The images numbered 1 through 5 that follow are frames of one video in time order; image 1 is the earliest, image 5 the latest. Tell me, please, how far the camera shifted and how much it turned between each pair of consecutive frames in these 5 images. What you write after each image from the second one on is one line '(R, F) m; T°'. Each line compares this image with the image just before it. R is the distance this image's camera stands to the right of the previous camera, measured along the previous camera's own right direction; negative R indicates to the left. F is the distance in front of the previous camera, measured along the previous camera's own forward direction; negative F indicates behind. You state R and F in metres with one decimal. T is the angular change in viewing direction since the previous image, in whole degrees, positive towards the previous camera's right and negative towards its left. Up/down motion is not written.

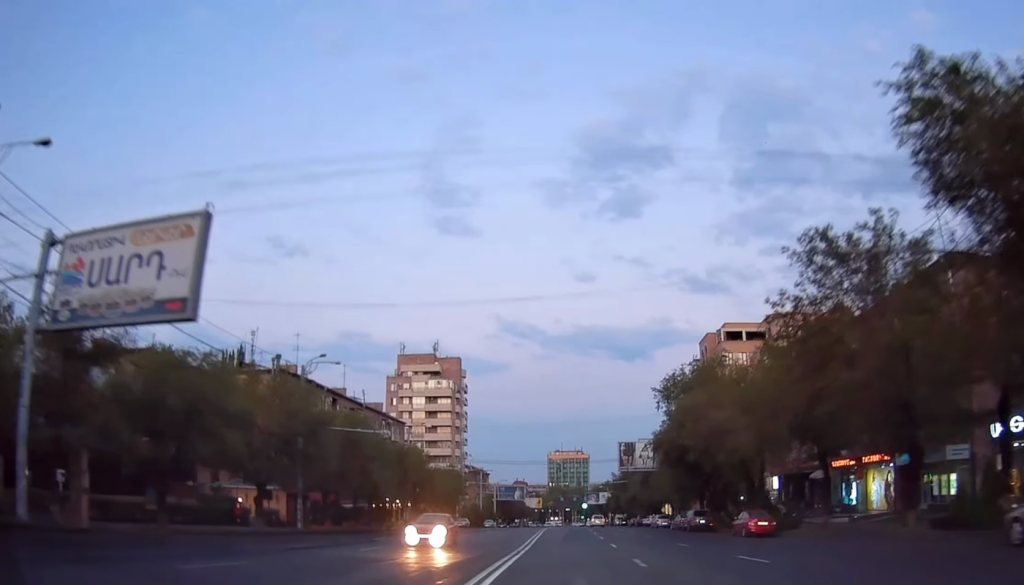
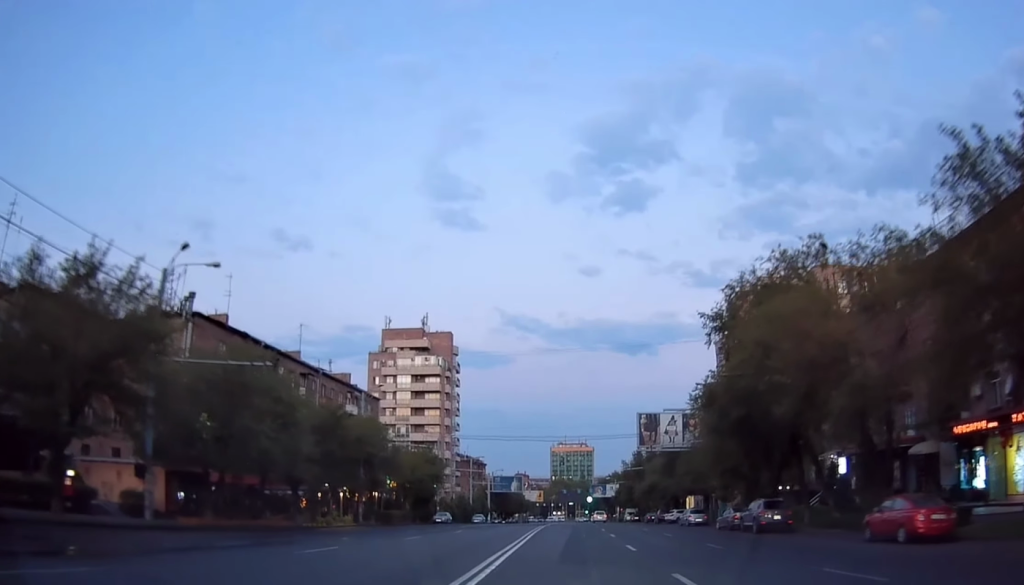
(0.0, +18.1) m; -1°
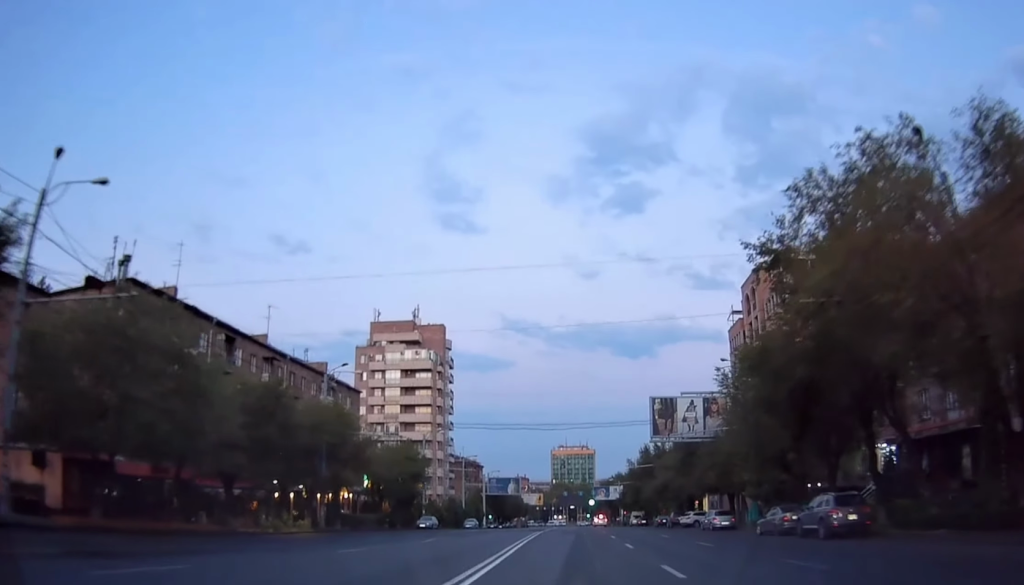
(0.0, +9.4) m; -1°
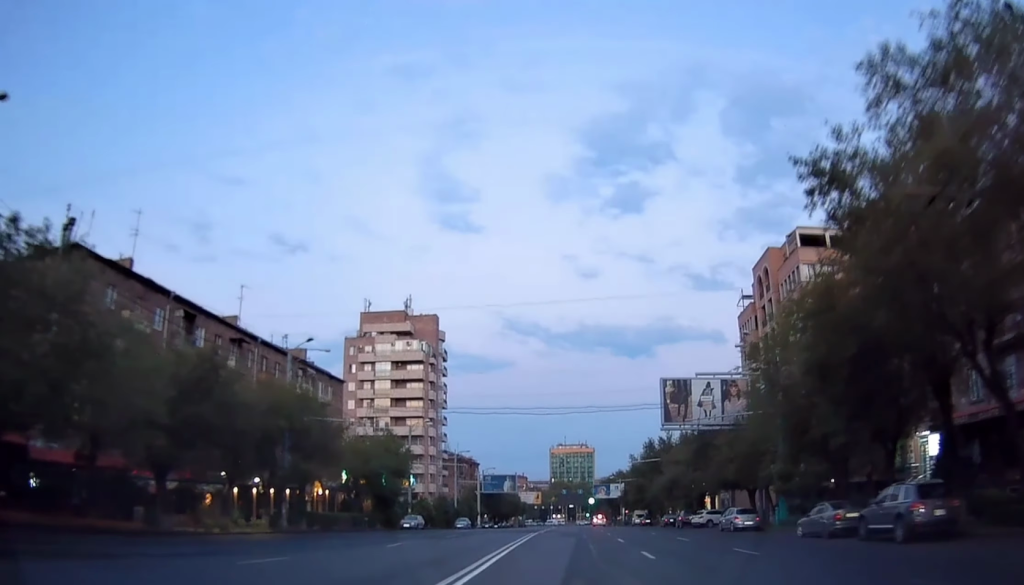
(+0.1, +6.3) m; 0°
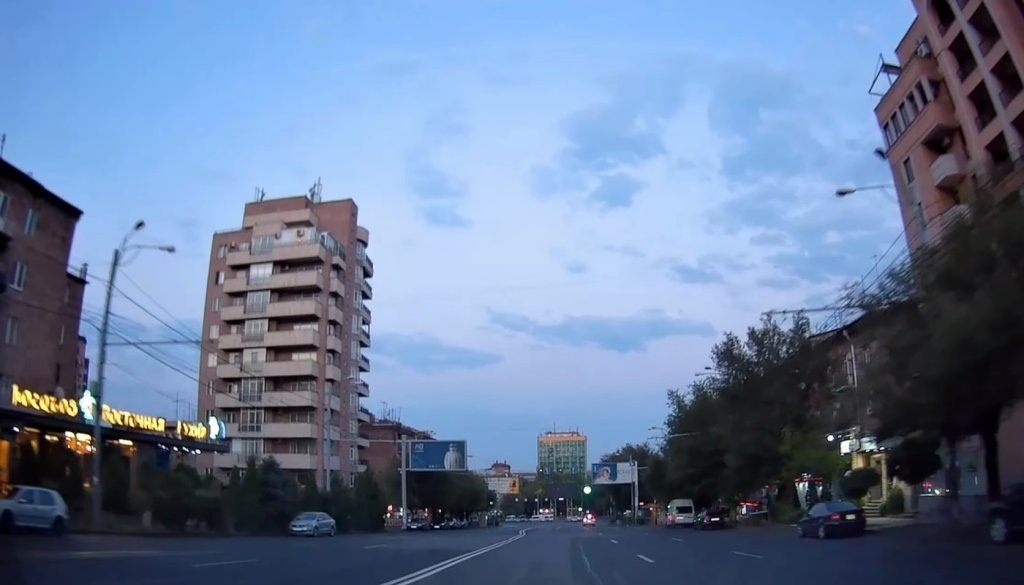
(+0.3, +51.1) m; +1°
